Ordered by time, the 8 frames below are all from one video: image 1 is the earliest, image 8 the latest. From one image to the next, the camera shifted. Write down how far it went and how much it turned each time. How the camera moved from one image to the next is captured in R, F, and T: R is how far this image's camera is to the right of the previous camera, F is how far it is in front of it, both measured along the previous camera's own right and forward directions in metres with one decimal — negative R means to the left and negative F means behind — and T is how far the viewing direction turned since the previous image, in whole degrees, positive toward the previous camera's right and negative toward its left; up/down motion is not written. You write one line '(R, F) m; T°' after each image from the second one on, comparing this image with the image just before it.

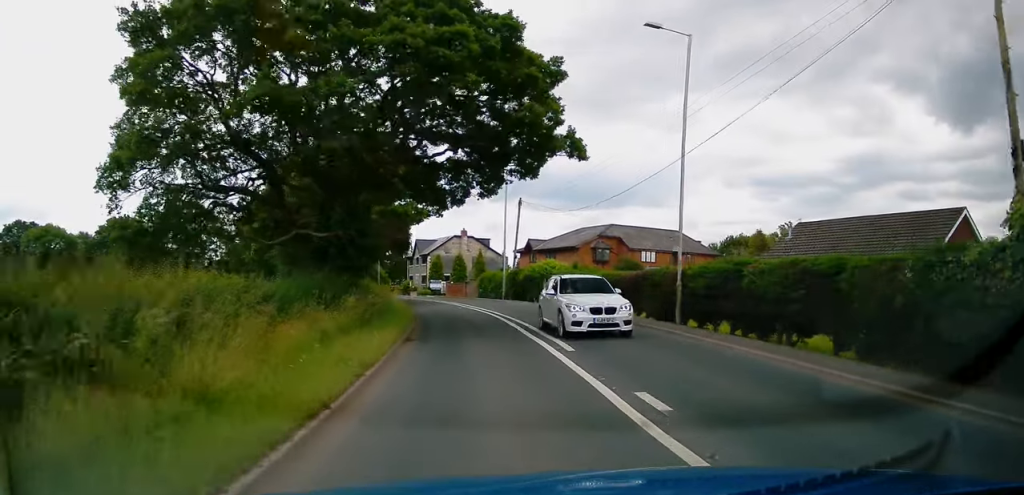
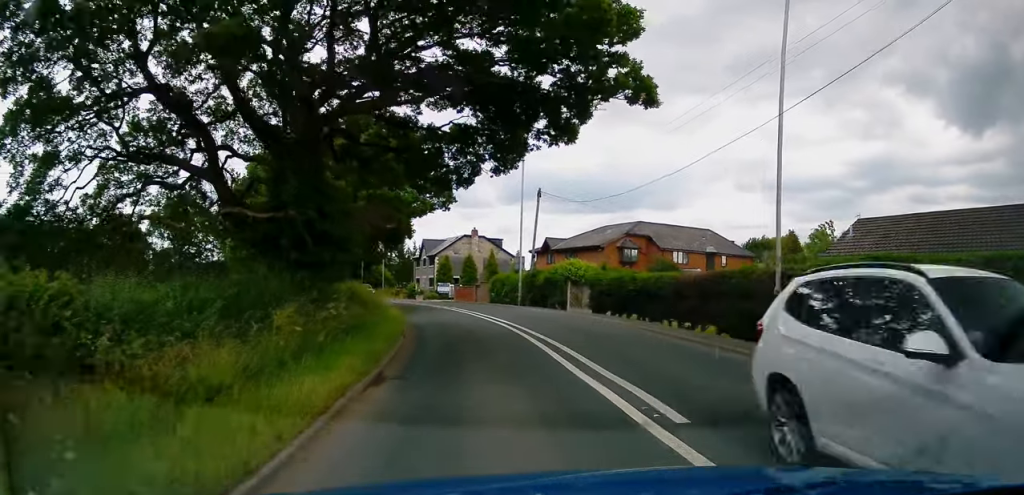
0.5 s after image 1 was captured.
(0.0, +6.2) m; -1°
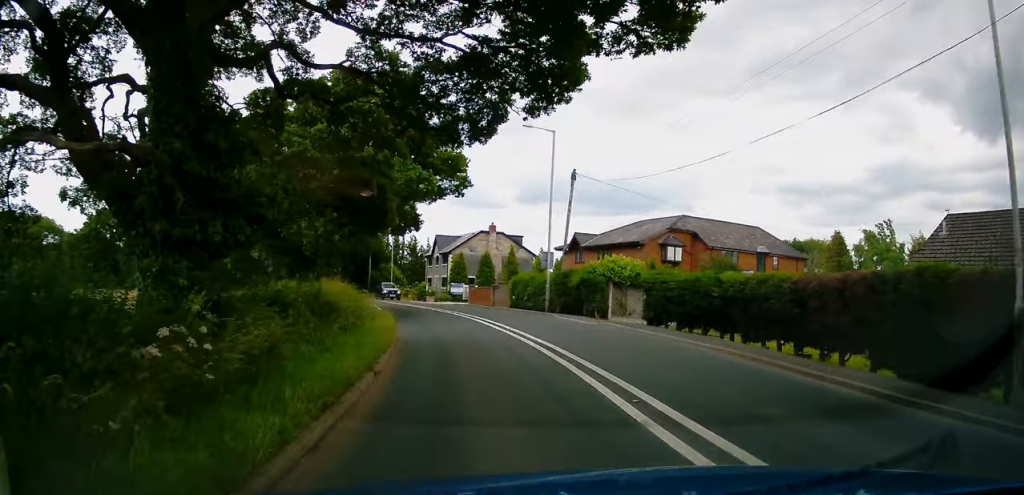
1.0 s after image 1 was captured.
(+0.1, +6.6) m; -1°
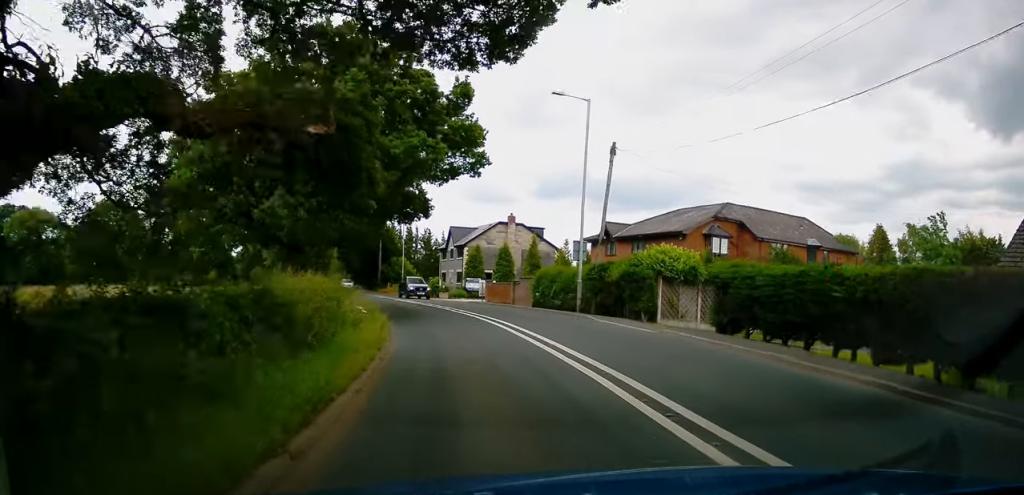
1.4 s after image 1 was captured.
(-0.1, +5.3) m; -2°
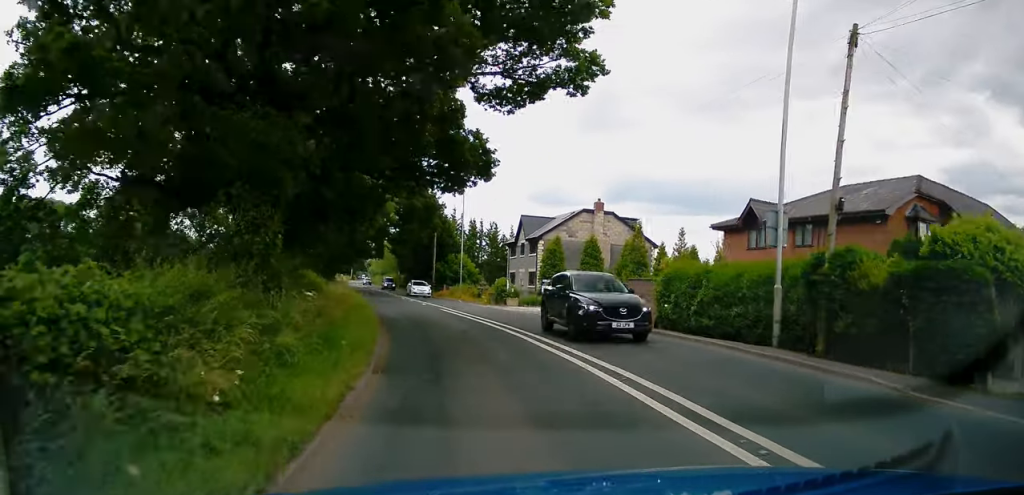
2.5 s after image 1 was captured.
(-0.7, +13.7) m; -6°
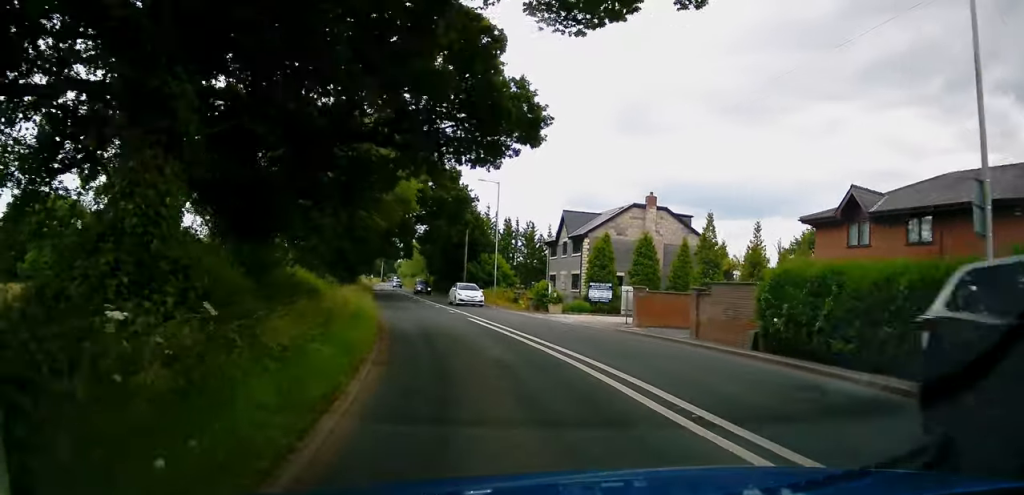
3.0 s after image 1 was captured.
(0.0, +6.1) m; -3°
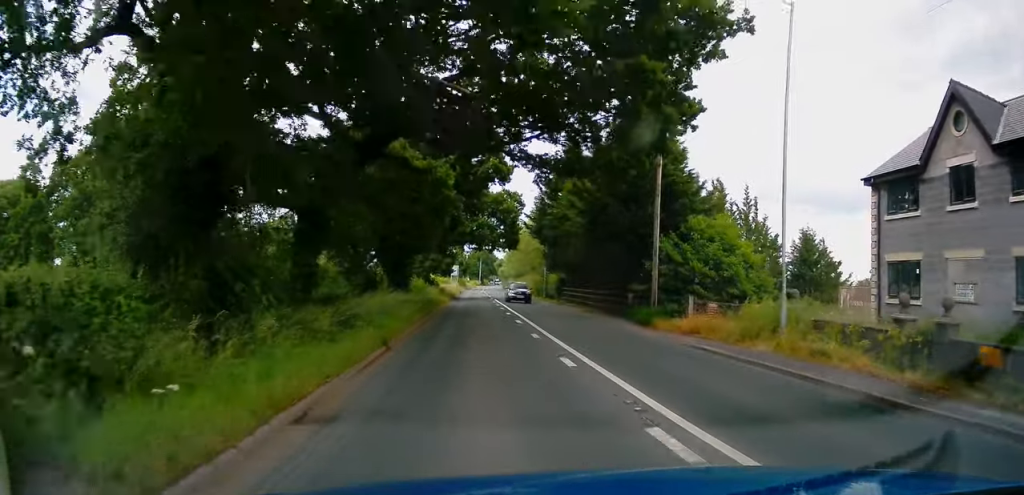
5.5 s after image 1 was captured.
(-4.7, +34.4) m; -10°
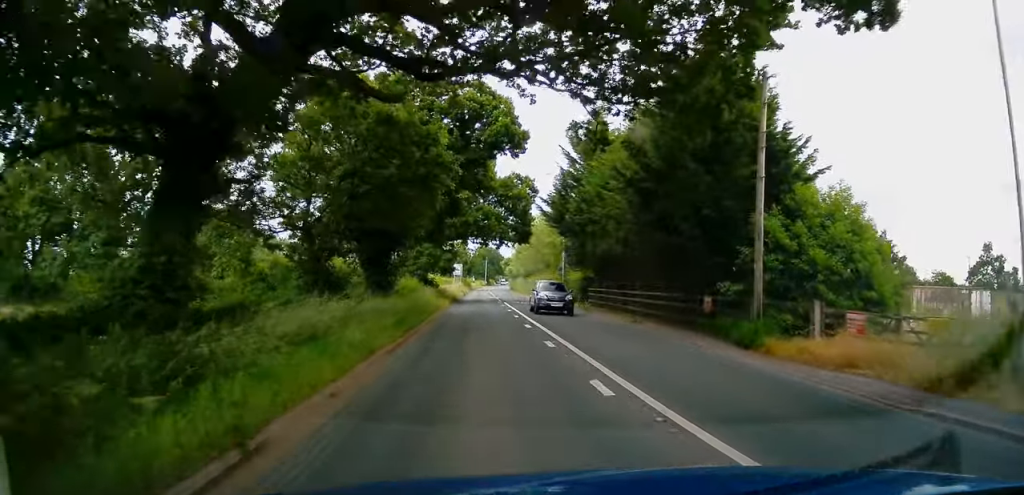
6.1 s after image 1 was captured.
(0.0, +8.6) m; 0°
